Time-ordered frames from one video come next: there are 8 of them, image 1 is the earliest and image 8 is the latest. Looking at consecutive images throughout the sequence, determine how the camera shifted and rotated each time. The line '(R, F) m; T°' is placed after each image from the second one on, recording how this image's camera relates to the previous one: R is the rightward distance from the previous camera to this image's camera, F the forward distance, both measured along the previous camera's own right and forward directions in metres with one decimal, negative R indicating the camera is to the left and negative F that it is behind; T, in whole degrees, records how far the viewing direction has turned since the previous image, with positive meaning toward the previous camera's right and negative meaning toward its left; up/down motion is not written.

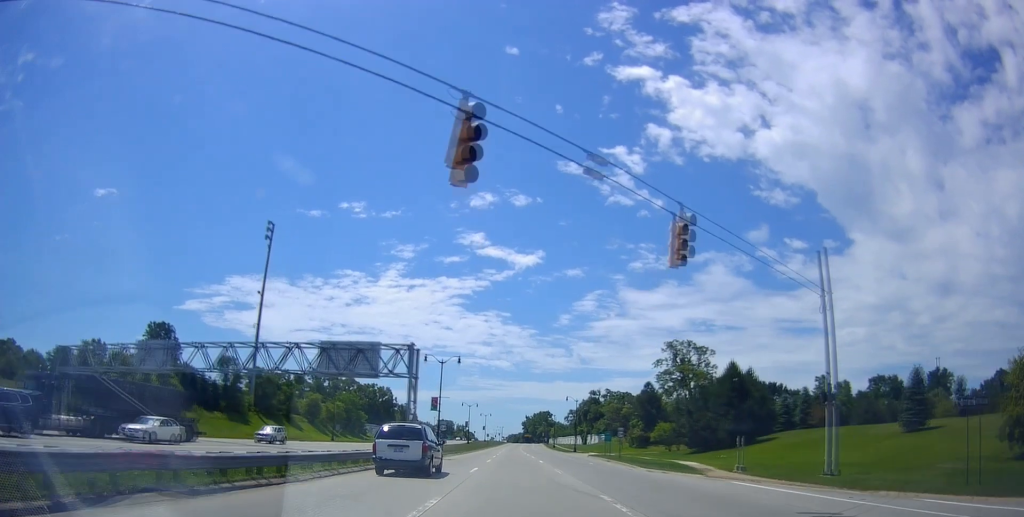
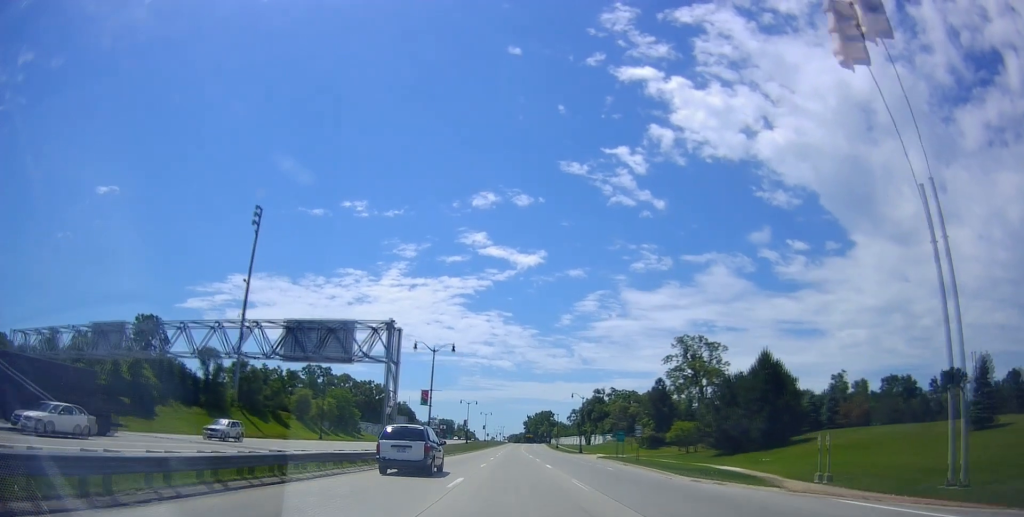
(-0.1, +9.2) m; -1°
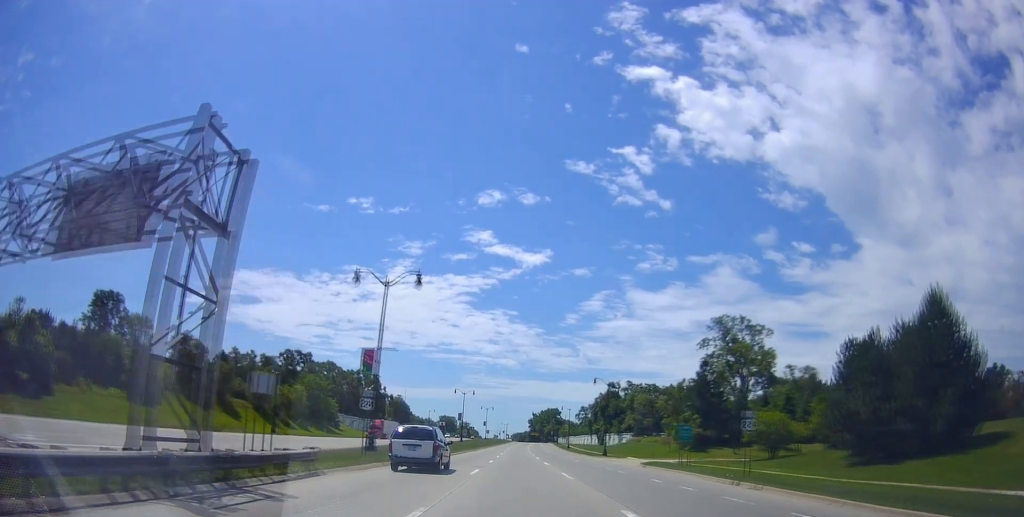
(-0.2, +27.1) m; 0°
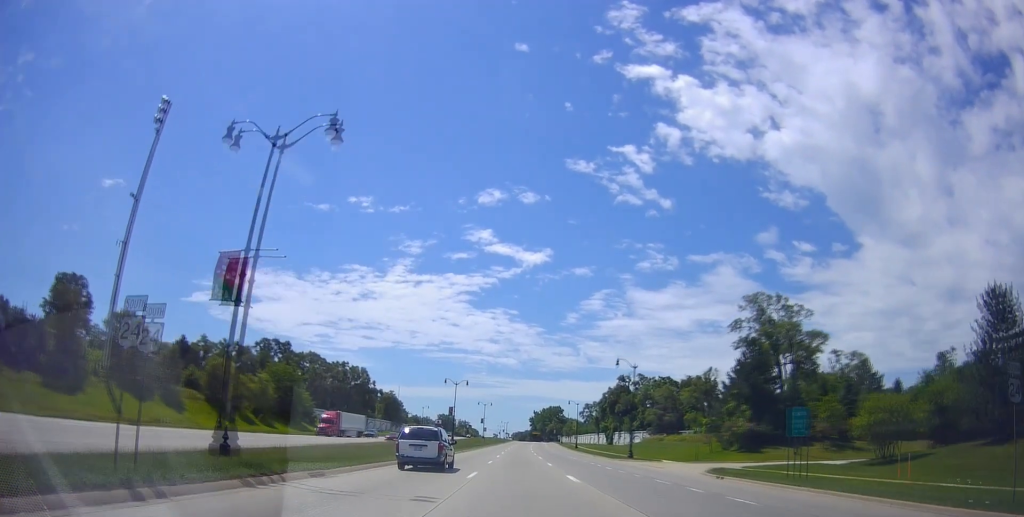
(0.0, +19.2) m; 0°
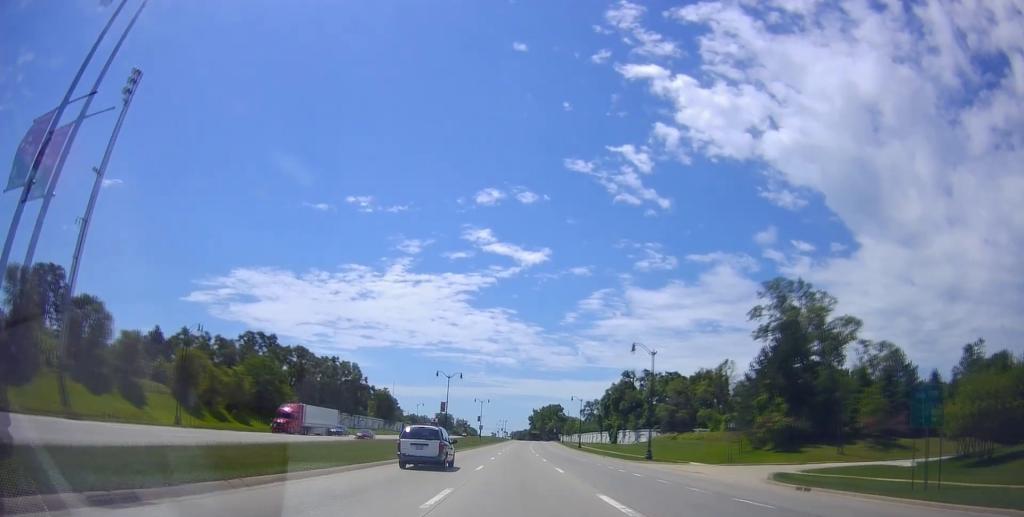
(0.0, +10.0) m; 0°
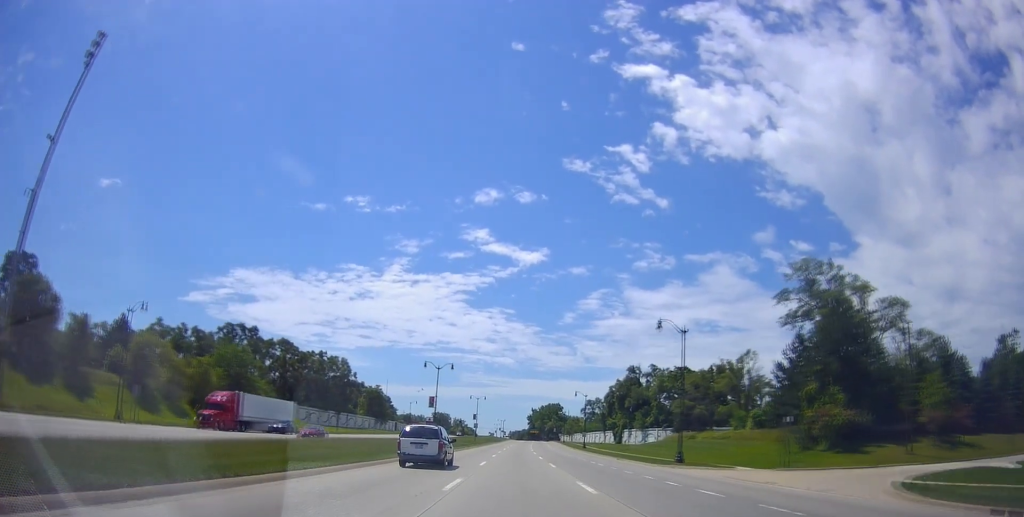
(+0.1, +11.5) m; 0°
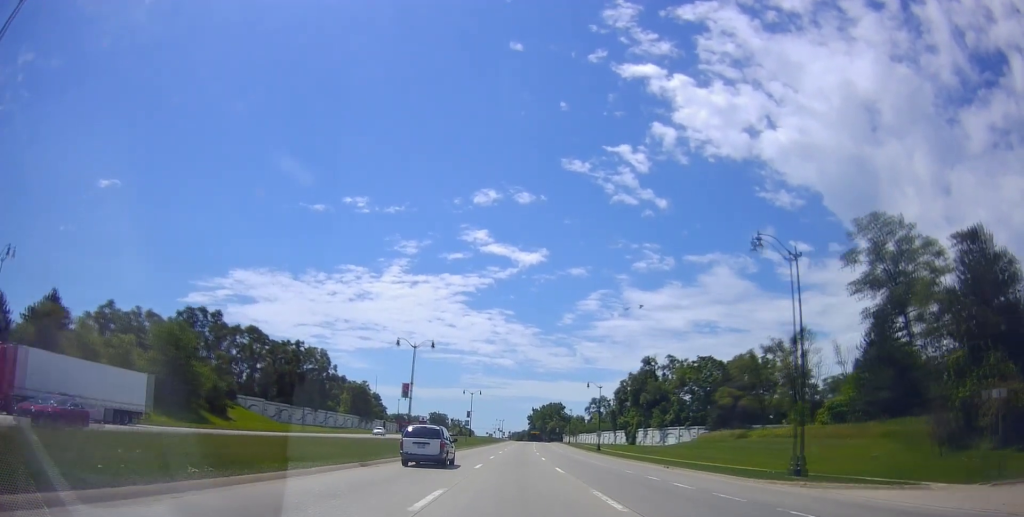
(-0.4, +20.2) m; 0°
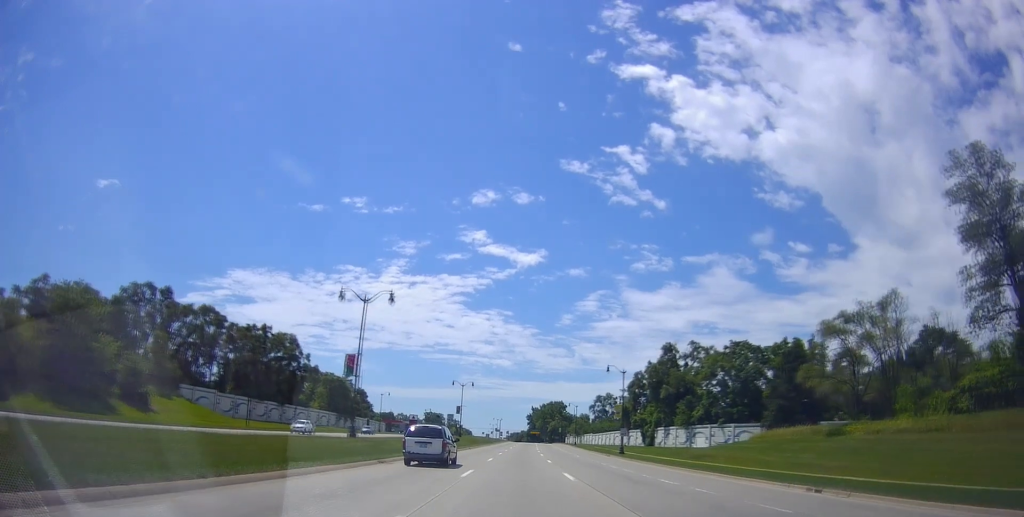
(+0.3, +21.8) m; -1°
